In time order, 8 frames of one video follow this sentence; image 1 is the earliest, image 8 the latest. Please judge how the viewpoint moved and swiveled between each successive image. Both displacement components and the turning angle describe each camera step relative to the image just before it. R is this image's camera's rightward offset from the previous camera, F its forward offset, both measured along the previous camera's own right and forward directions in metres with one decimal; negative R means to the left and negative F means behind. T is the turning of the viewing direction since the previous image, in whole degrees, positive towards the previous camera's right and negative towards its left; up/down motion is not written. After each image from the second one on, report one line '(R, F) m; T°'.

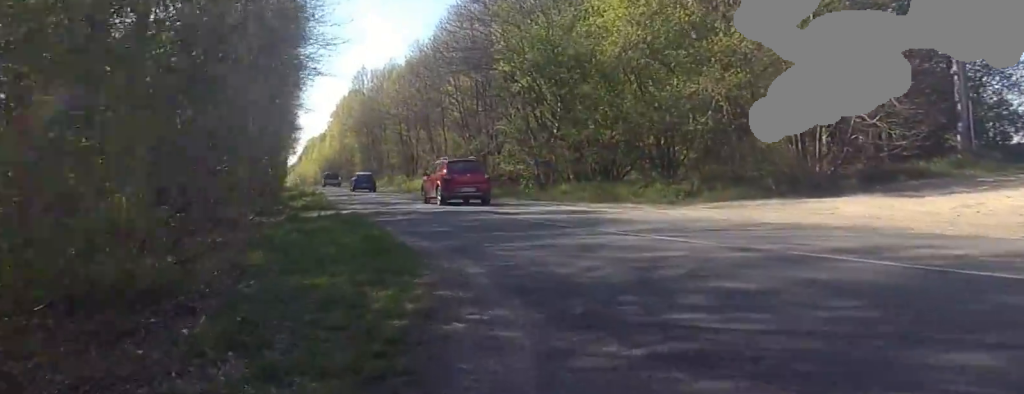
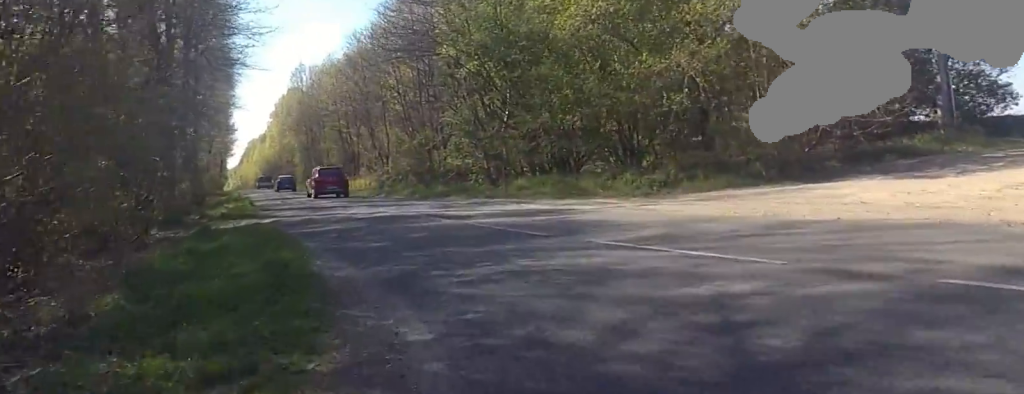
(+0.3, +3.8) m; -7°
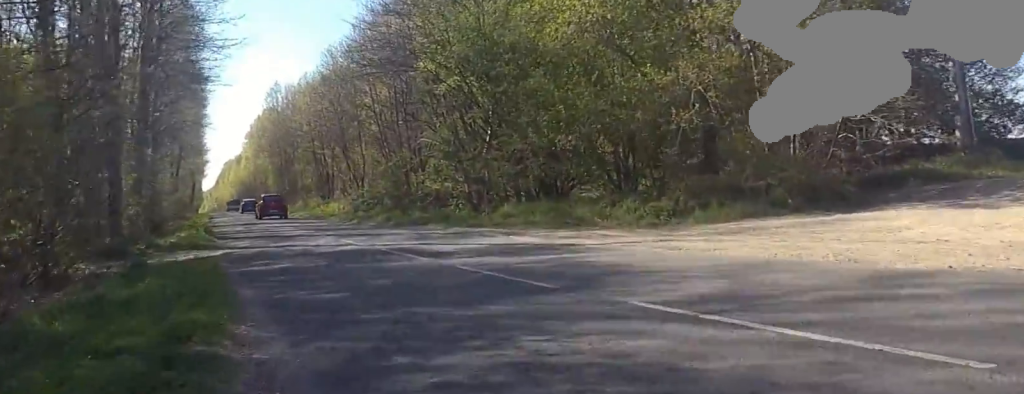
(-0.2, +2.8) m; -3°
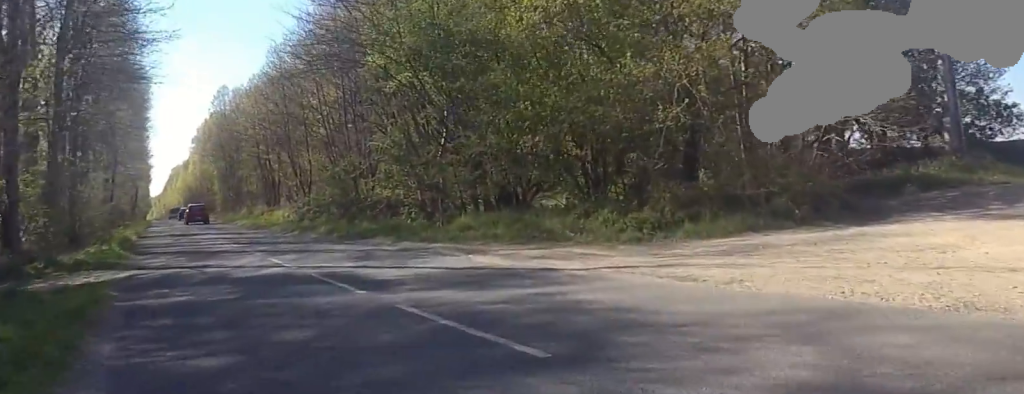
(-0.7, +2.9) m; 0°
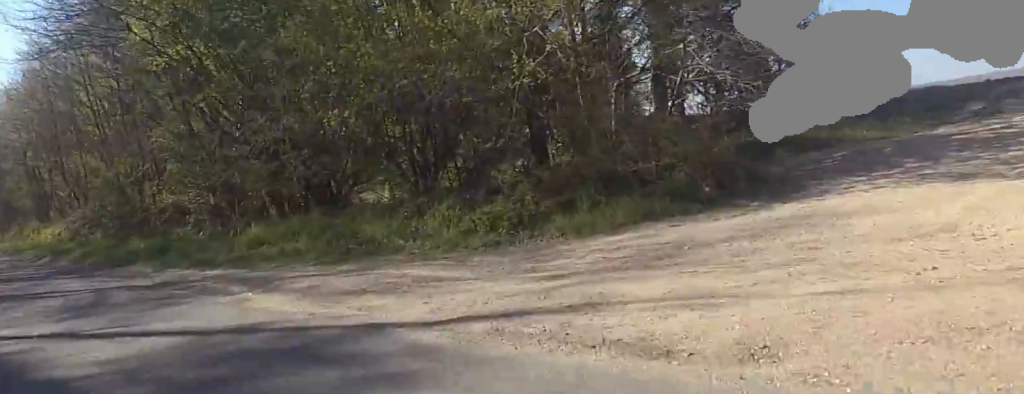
(+1.5, +4.8) m; +29°
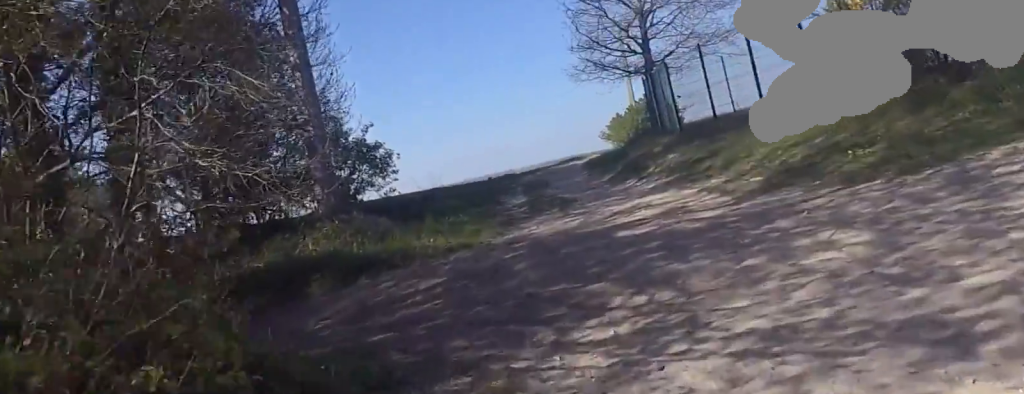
(+2.7, +9.7) m; +27°
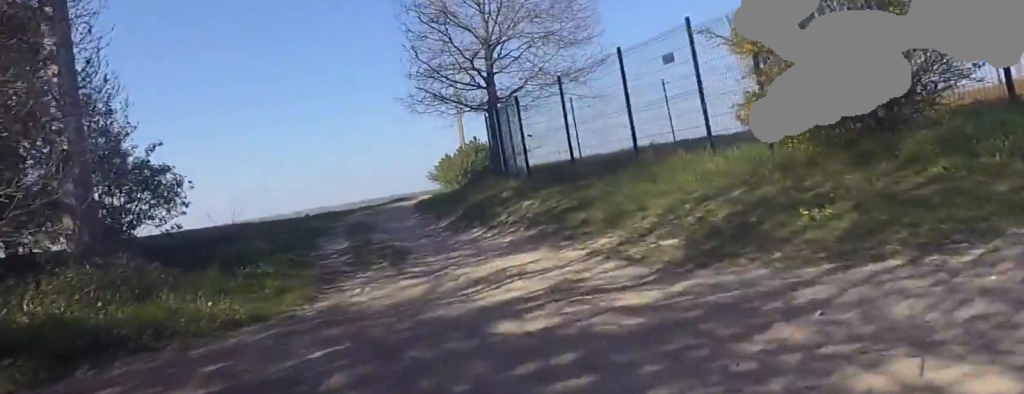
(+0.4, +3.2) m; +8°
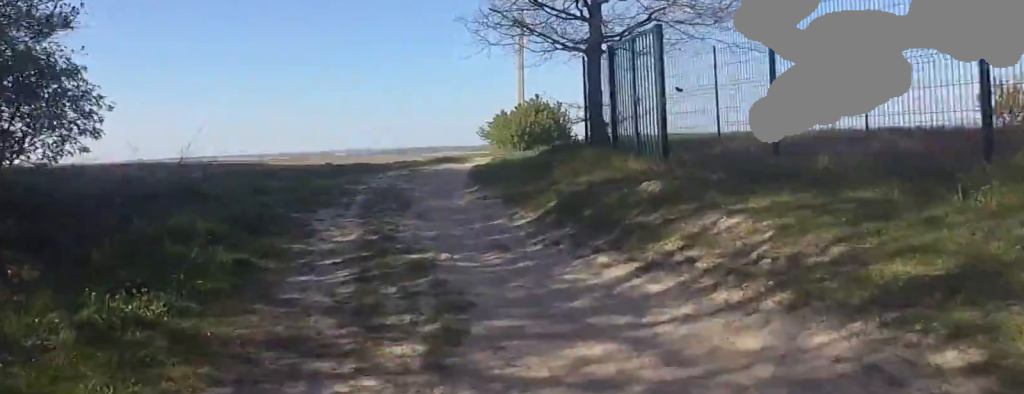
(+0.3, +6.4) m; -2°
